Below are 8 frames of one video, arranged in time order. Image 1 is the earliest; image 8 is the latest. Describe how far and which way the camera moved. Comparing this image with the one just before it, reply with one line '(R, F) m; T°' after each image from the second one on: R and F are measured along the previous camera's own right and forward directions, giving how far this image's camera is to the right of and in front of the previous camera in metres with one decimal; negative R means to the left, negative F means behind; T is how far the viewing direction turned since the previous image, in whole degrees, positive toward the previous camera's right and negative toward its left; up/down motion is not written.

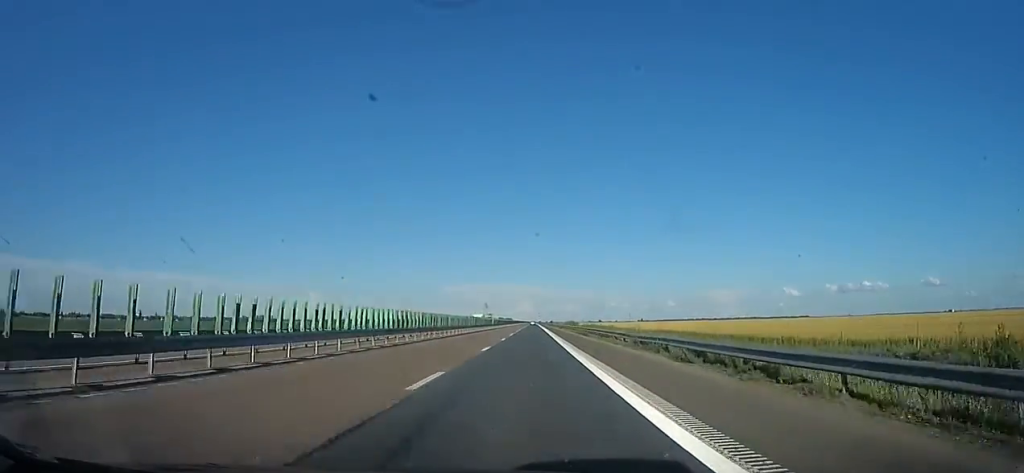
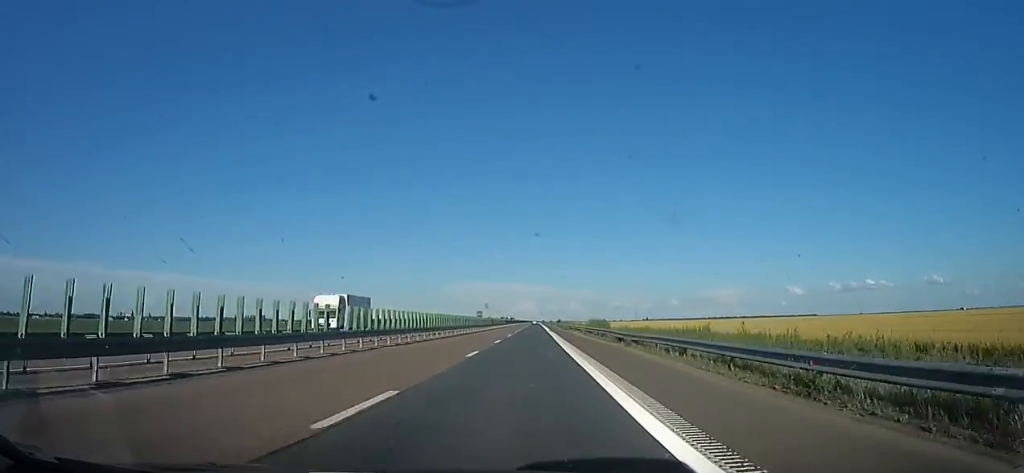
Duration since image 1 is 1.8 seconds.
(-0.4, +63.5) m; 0°
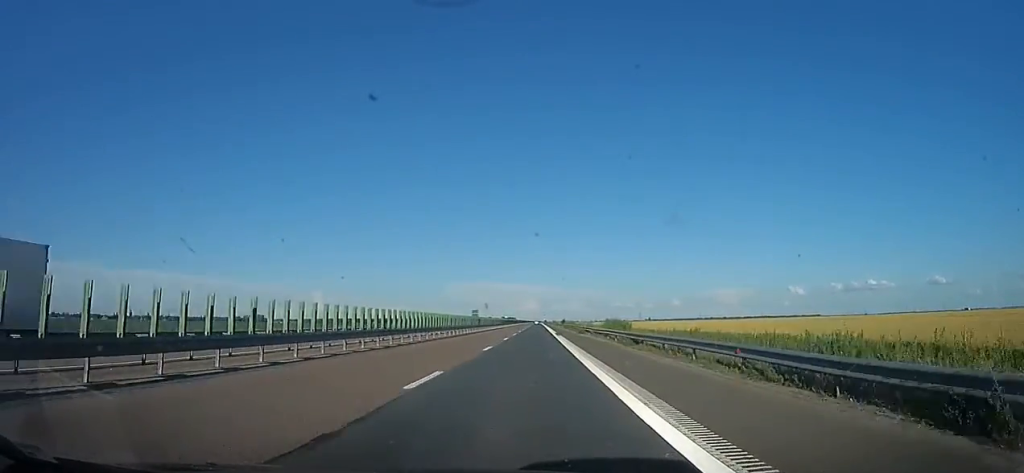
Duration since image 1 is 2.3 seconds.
(+0.8, +20.5) m; 0°
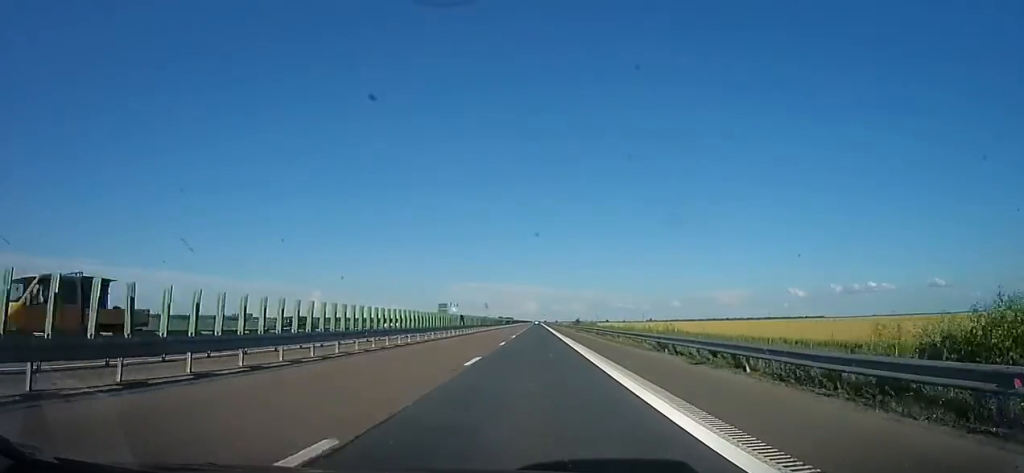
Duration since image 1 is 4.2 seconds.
(+0.1, +67.9) m; 0°
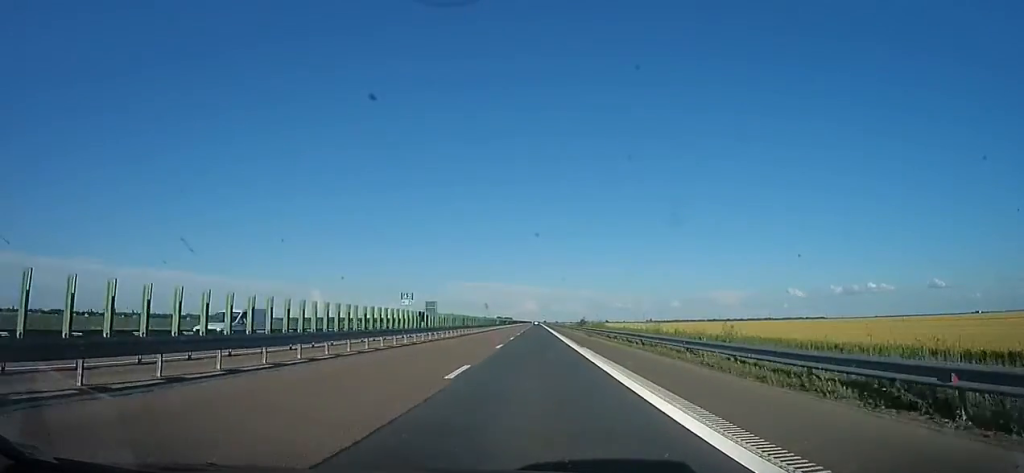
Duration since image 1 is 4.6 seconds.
(+0.5, +15.0) m; 0°
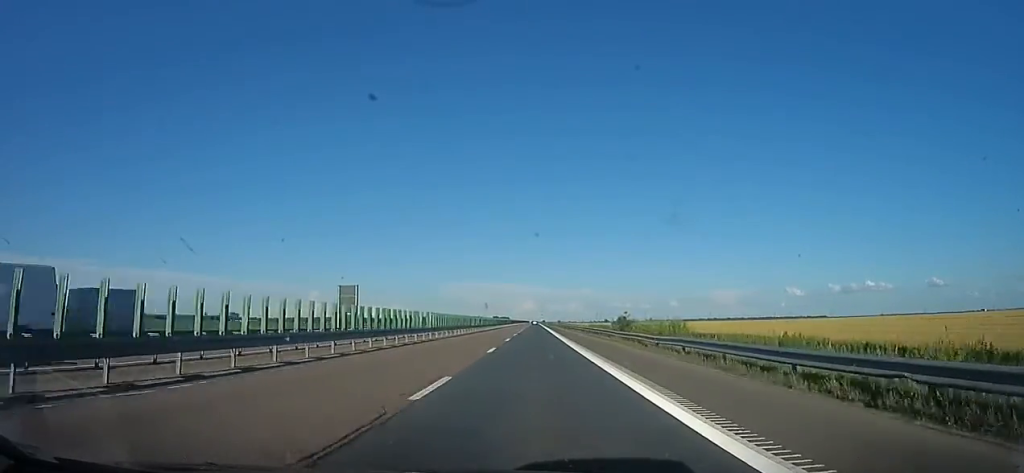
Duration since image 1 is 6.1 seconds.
(-0.8, +51.2) m; 0°
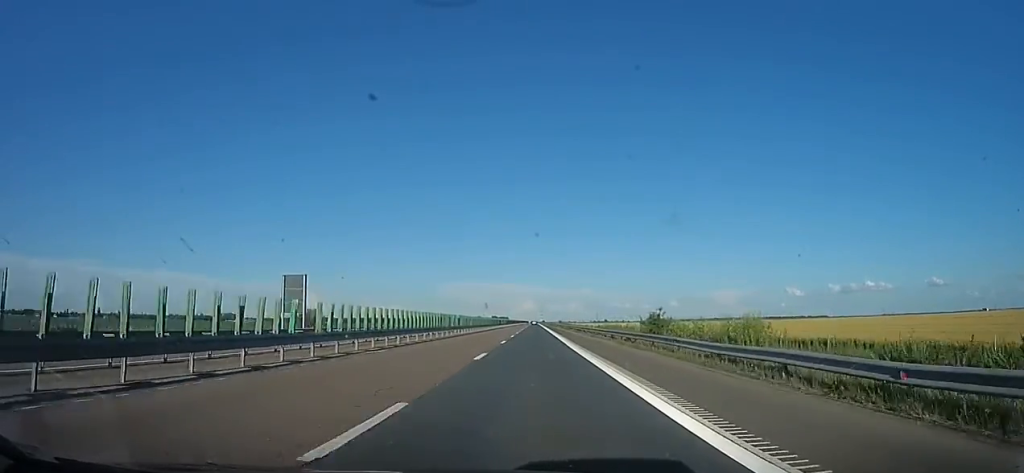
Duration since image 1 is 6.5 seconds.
(+0.7, +15.4) m; 0°
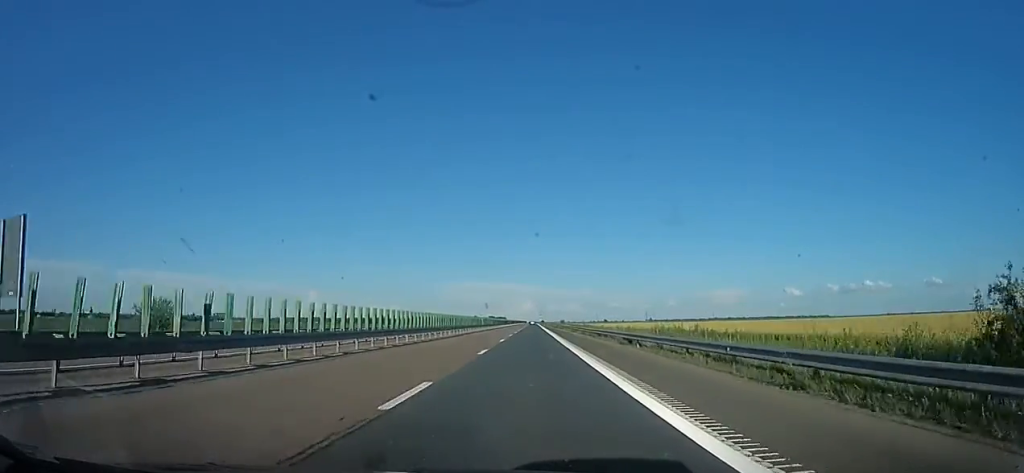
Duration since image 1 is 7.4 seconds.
(-1.1, +33.8) m; 0°
